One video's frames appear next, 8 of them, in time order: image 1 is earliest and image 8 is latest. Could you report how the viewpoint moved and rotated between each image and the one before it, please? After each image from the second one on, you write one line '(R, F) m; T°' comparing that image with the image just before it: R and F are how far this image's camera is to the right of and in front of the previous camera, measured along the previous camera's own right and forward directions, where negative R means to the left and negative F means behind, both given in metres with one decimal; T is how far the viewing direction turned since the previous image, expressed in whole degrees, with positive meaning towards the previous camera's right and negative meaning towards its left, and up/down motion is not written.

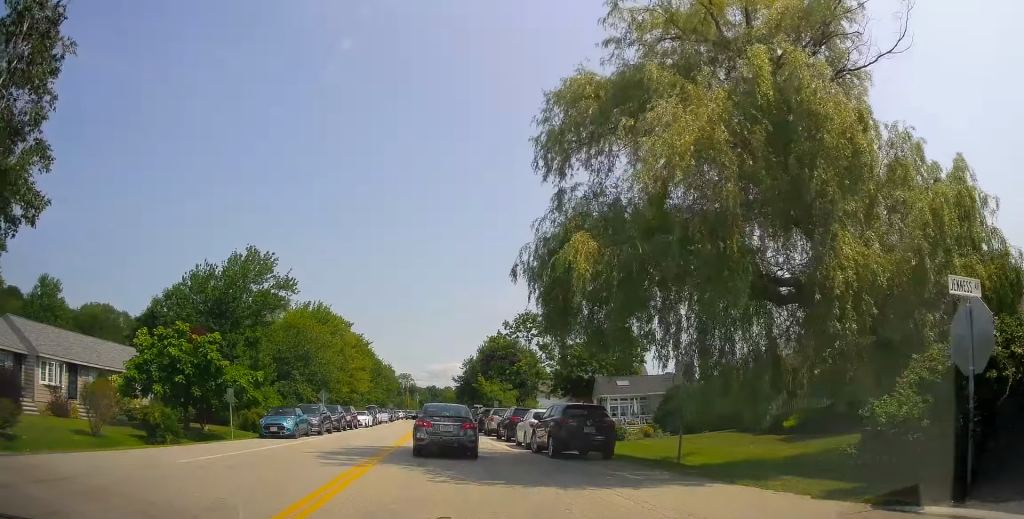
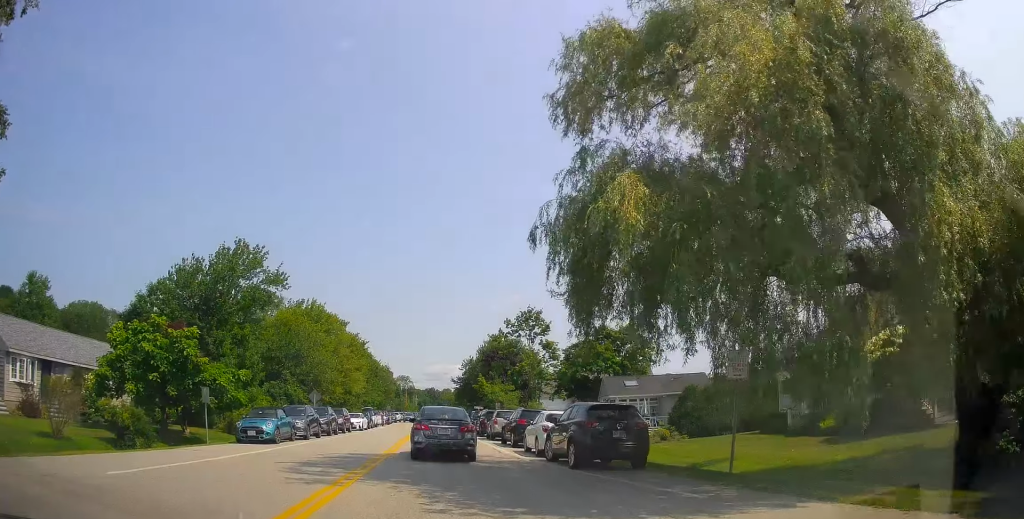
(+0.1, +2.8) m; +2°
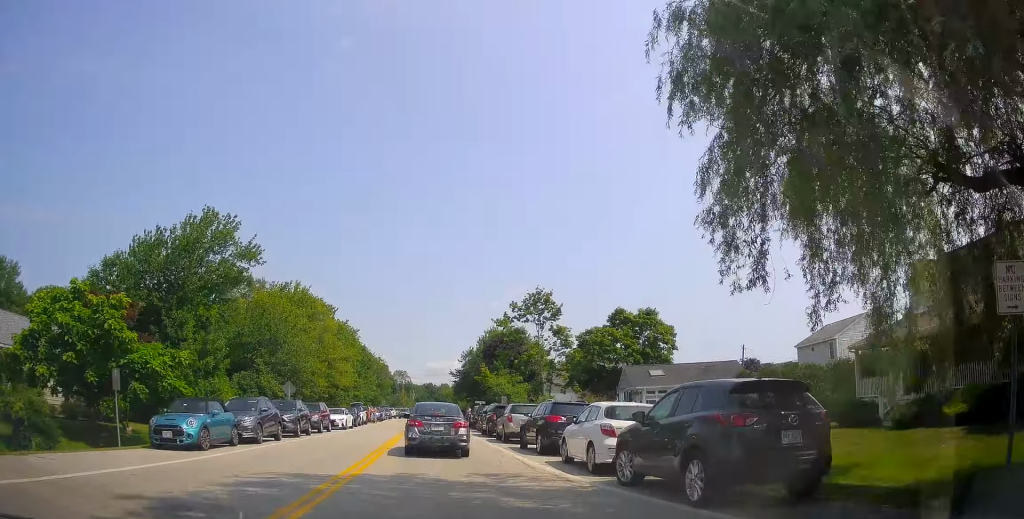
(+0.5, +7.1) m; +3°
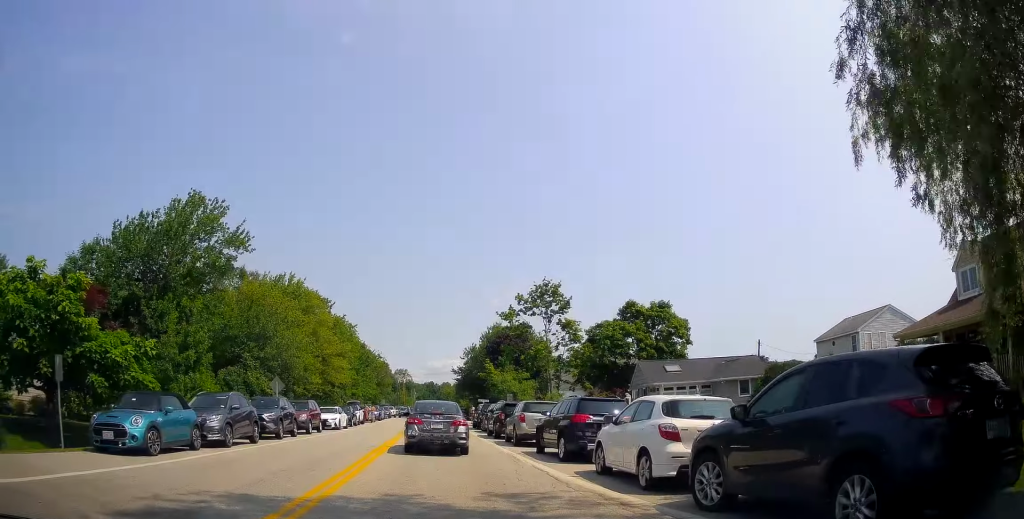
(0.0, +2.9) m; -1°
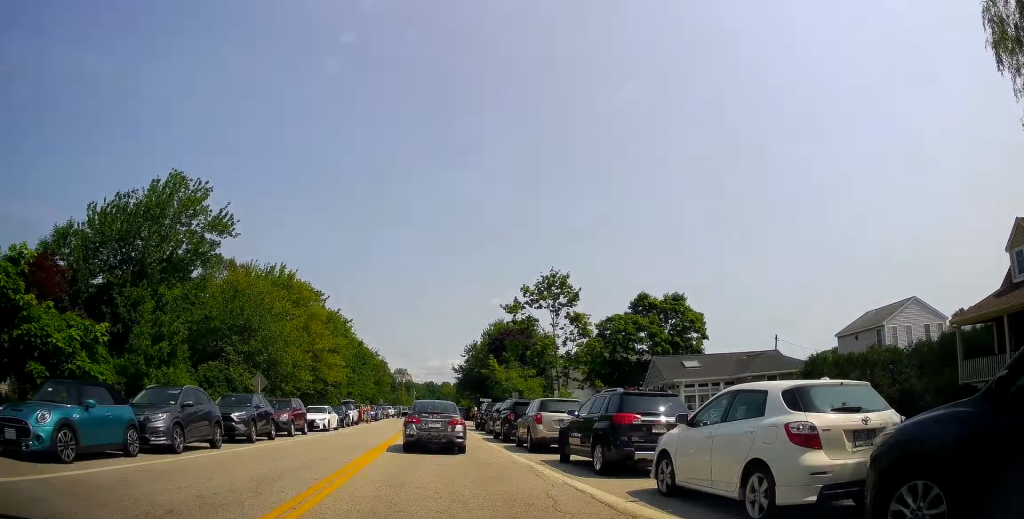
(+0.1, +3.2) m; -2°
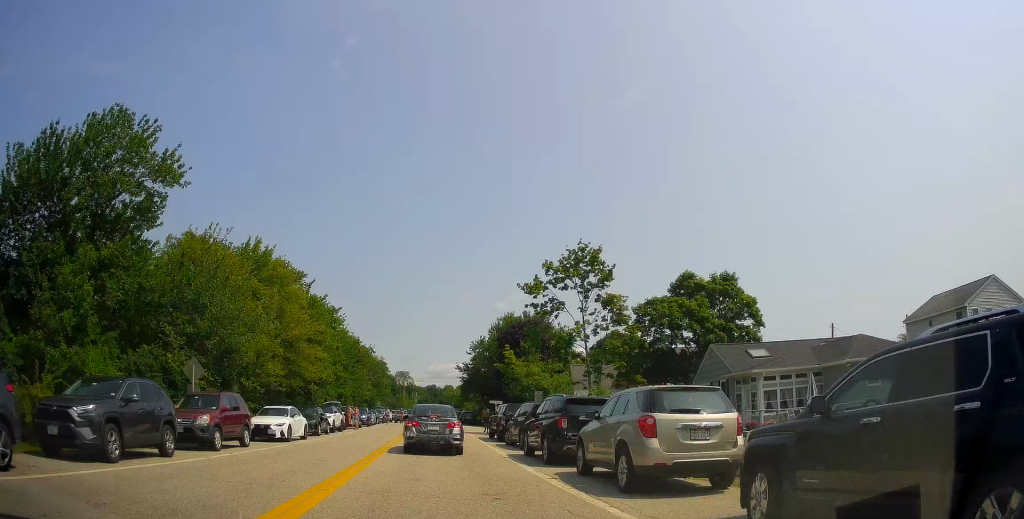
(-0.4, +8.7) m; -1°
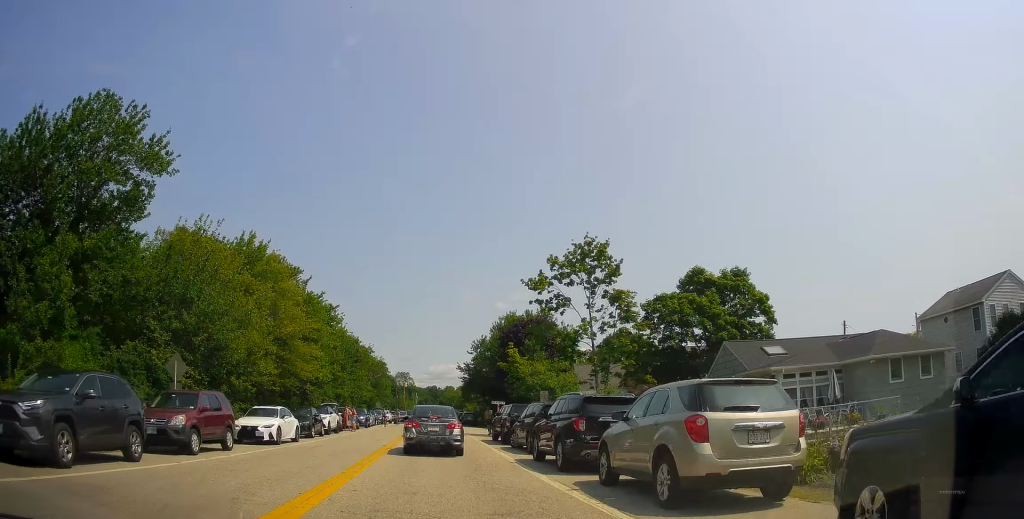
(-0.1, +1.6) m; +1°
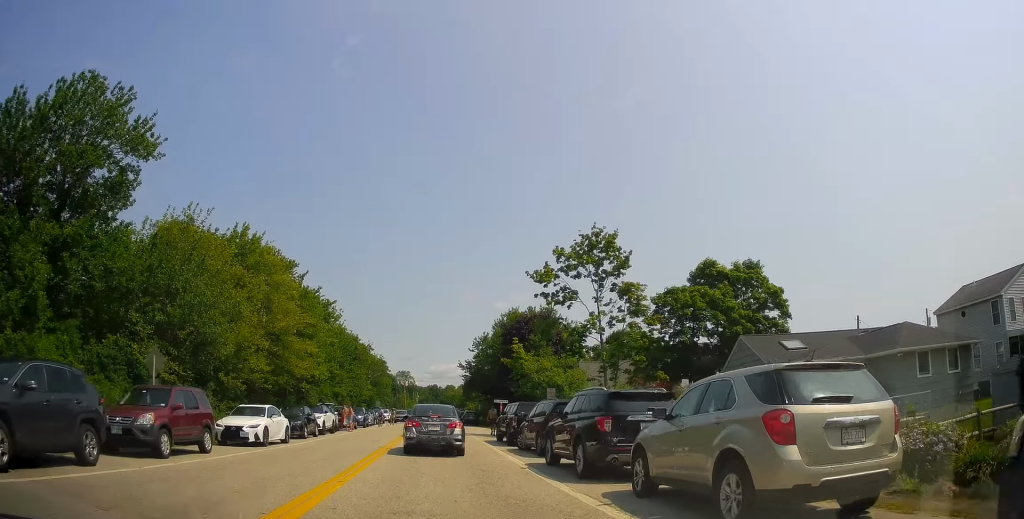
(+0.1, +1.7) m; -2°
